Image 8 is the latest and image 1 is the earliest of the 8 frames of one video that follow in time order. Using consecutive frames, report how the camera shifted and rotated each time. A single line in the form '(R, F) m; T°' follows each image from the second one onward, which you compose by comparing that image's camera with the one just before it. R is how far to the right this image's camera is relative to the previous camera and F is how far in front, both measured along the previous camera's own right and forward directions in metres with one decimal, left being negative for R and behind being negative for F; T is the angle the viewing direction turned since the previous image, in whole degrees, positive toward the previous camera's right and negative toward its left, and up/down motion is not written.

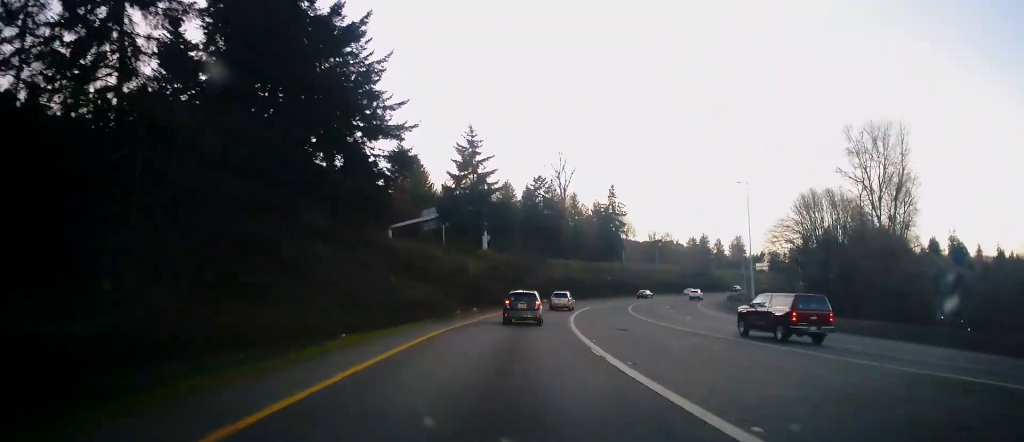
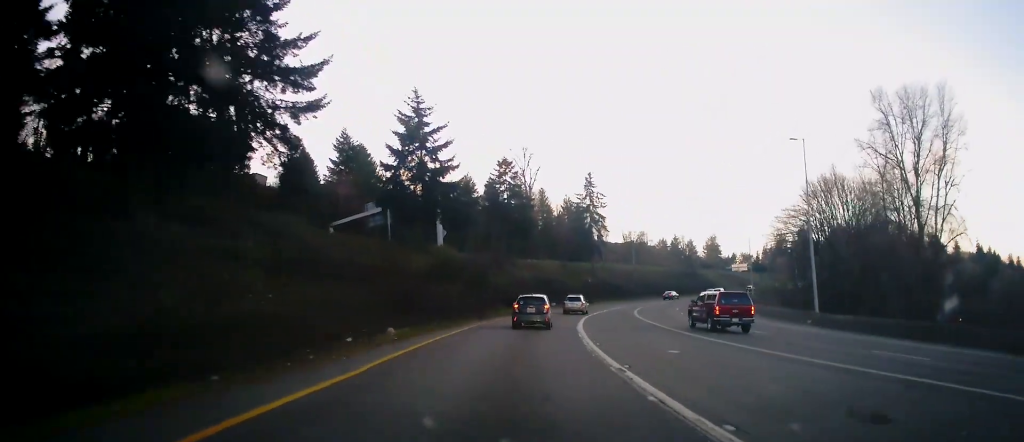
(0.0, +18.6) m; +1°
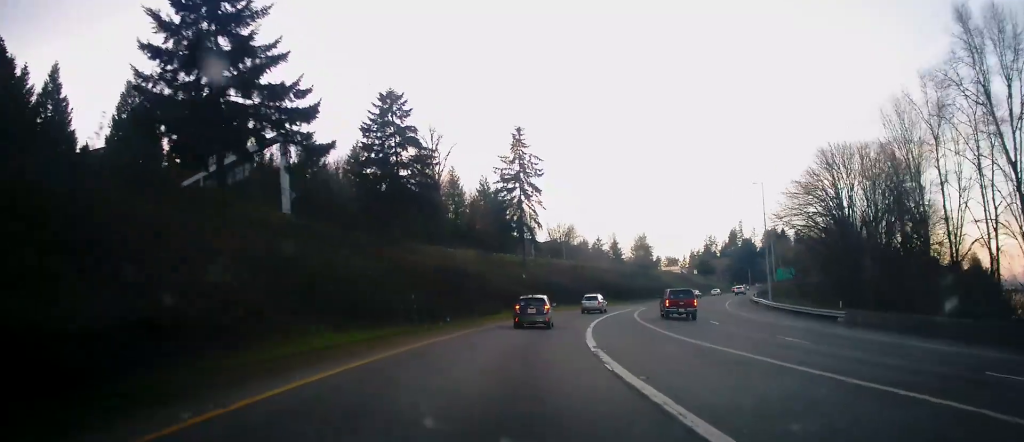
(+1.7, +32.9) m; +9°
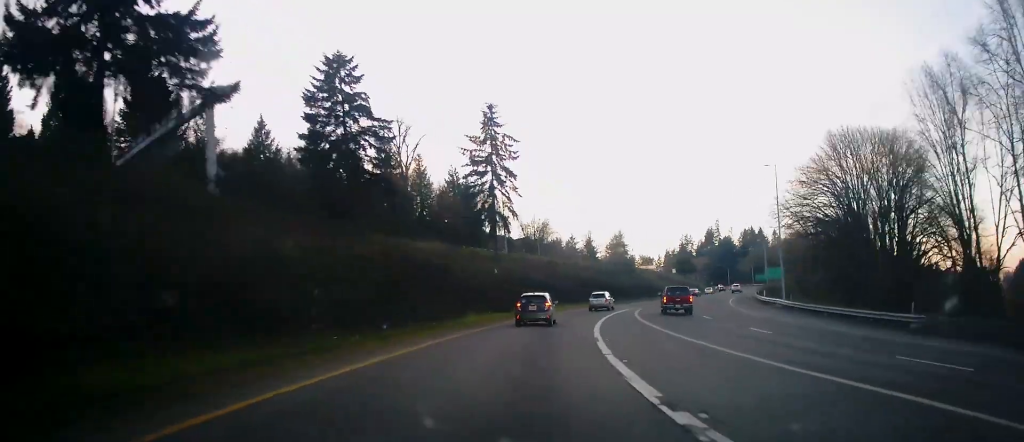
(+0.5, +9.4) m; +2°
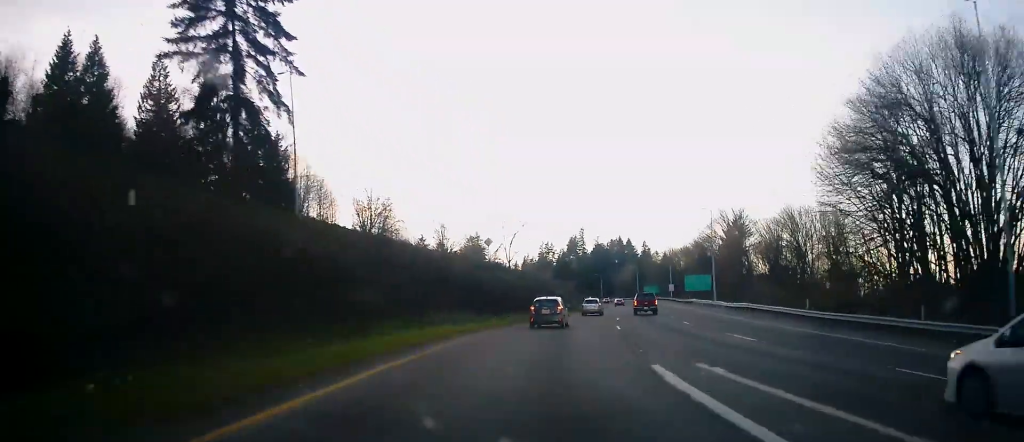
(+3.9, +39.7) m; +12°
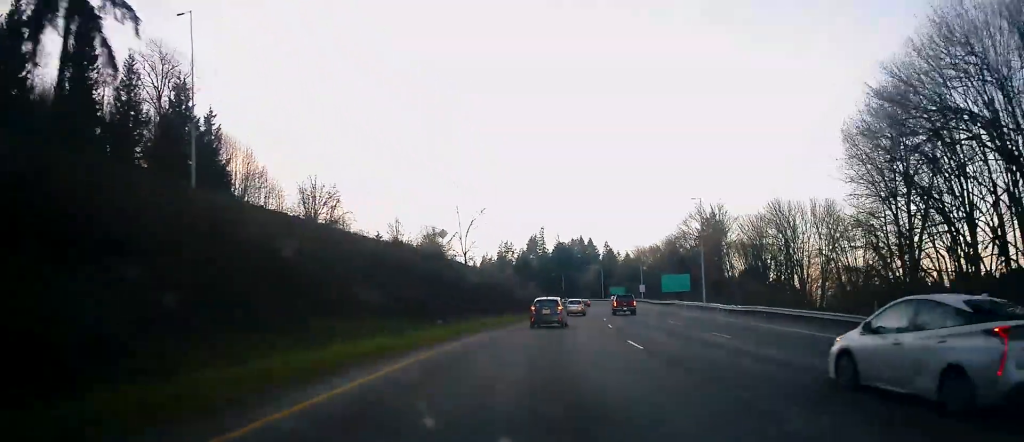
(+0.6, +10.9) m; +4°
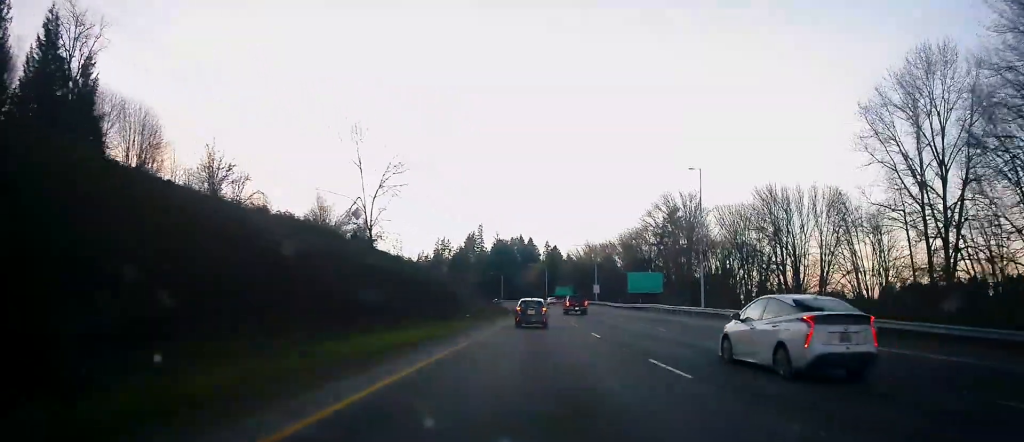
(0.0, +18.3) m; +7°
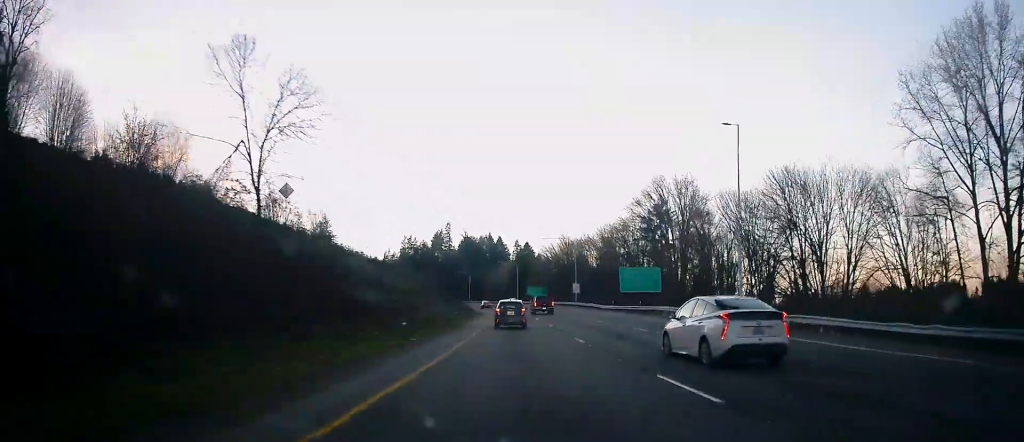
(+1.6, +14.1) m; +5°
